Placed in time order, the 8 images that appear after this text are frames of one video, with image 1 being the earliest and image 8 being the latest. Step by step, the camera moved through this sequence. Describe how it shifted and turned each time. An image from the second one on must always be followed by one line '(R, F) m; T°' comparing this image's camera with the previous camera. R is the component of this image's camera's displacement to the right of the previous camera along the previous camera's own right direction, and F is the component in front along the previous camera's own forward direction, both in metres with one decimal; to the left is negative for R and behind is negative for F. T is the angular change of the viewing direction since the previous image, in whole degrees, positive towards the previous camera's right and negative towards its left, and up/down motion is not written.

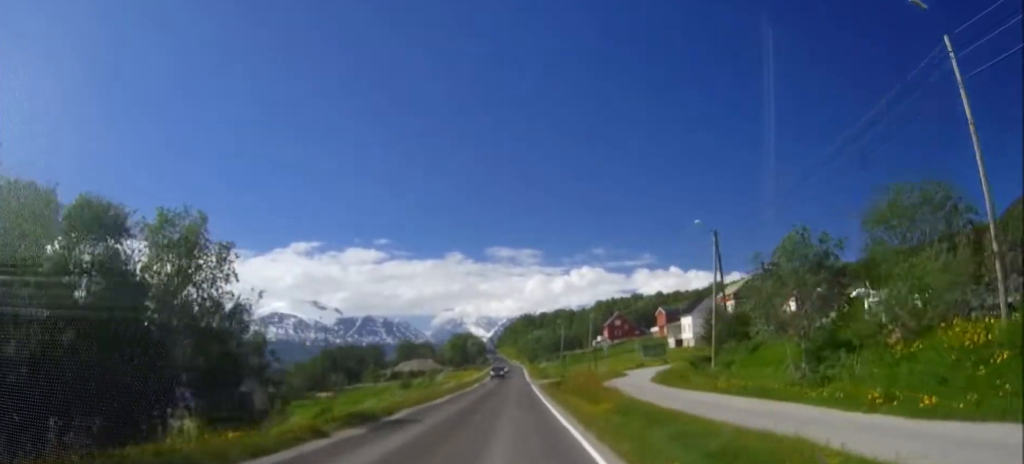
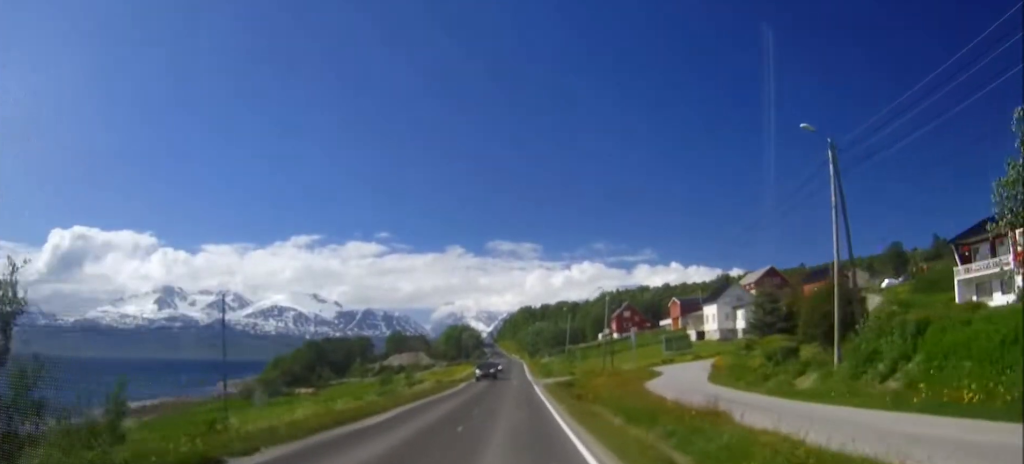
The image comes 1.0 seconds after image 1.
(0.0, +15.8) m; 0°
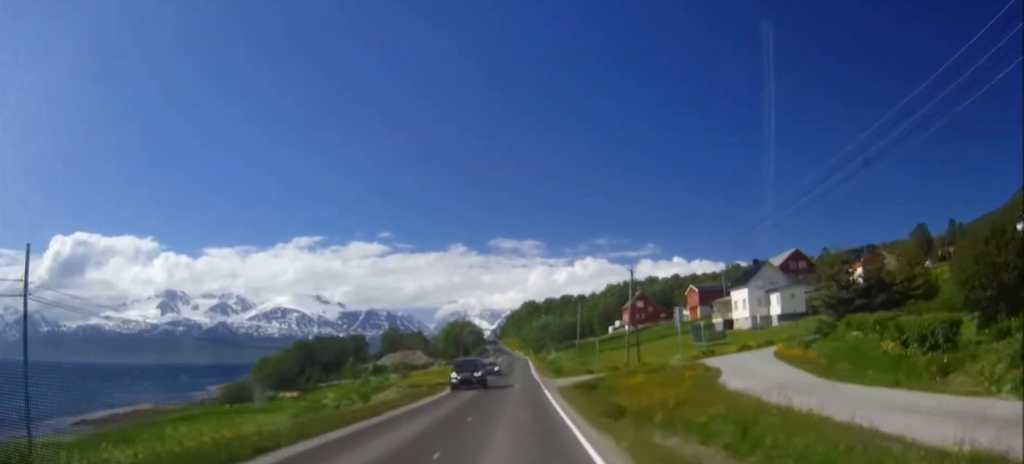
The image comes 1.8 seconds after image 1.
(0.0, +13.6) m; 0°
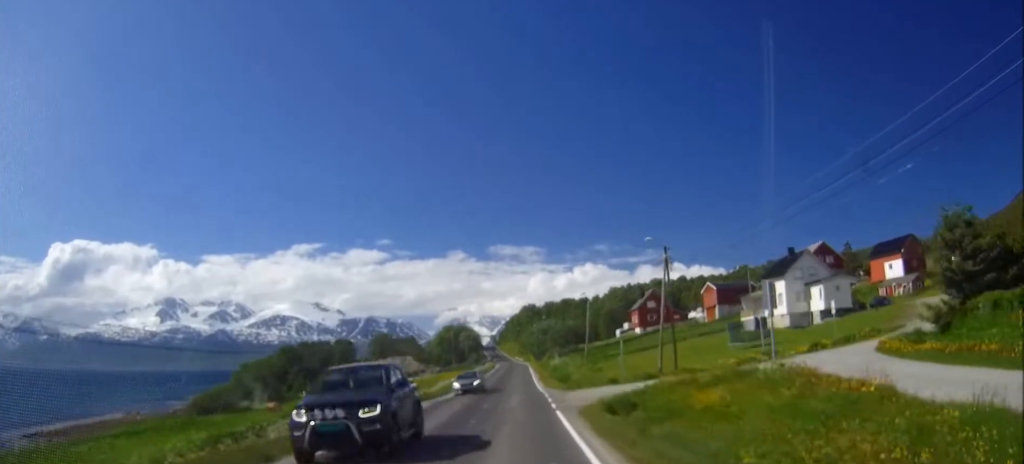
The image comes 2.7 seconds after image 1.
(0.0, +14.1) m; 0°
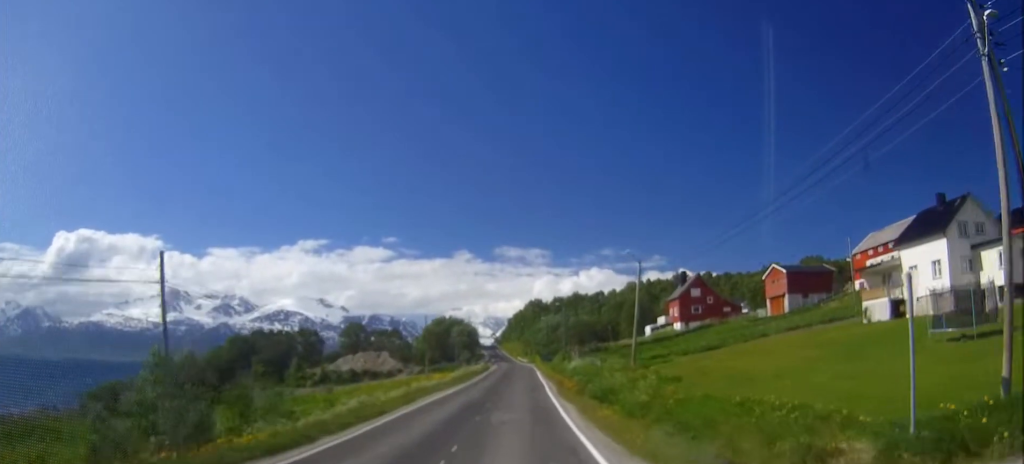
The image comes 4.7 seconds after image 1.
(+0.1, +32.8) m; 0°
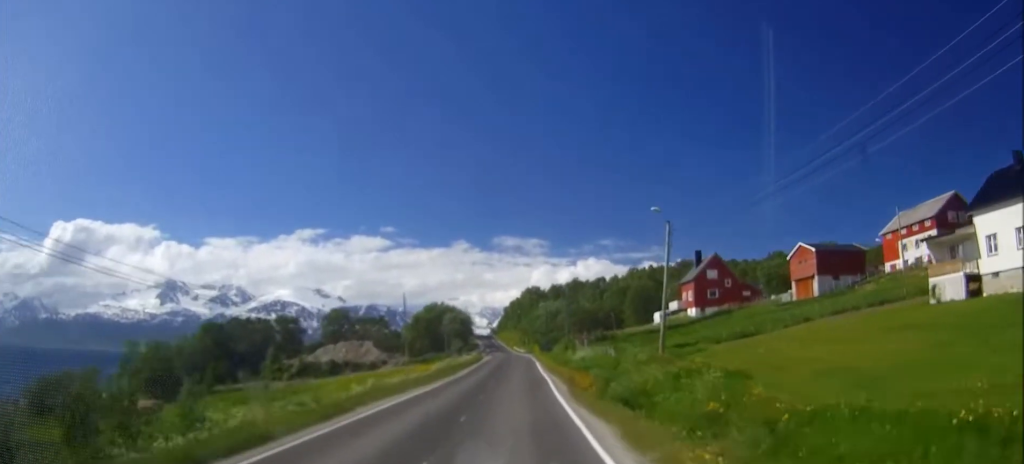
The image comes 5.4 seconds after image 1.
(0.0, +11.3) m; 0°
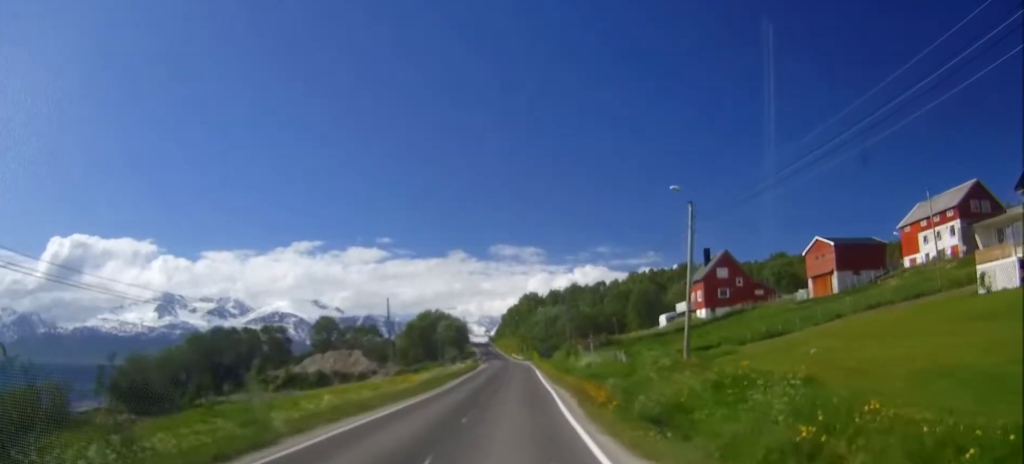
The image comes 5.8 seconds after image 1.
(0.0, +6.5) m; 0°
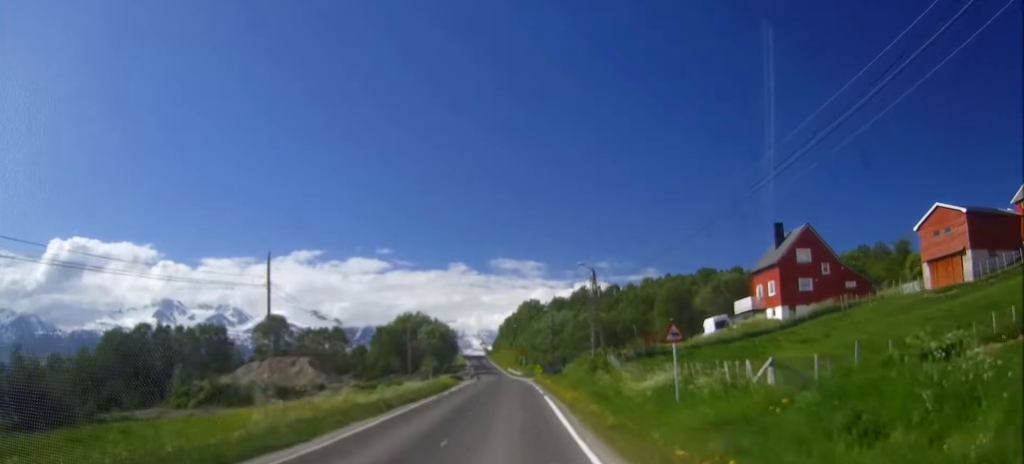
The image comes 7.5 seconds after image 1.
(0.0, +27.1) m; 0°
